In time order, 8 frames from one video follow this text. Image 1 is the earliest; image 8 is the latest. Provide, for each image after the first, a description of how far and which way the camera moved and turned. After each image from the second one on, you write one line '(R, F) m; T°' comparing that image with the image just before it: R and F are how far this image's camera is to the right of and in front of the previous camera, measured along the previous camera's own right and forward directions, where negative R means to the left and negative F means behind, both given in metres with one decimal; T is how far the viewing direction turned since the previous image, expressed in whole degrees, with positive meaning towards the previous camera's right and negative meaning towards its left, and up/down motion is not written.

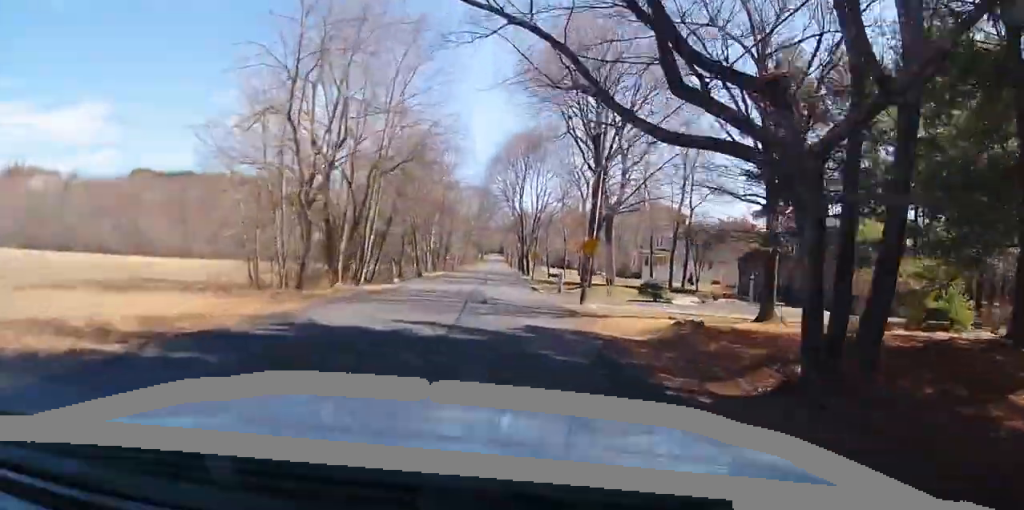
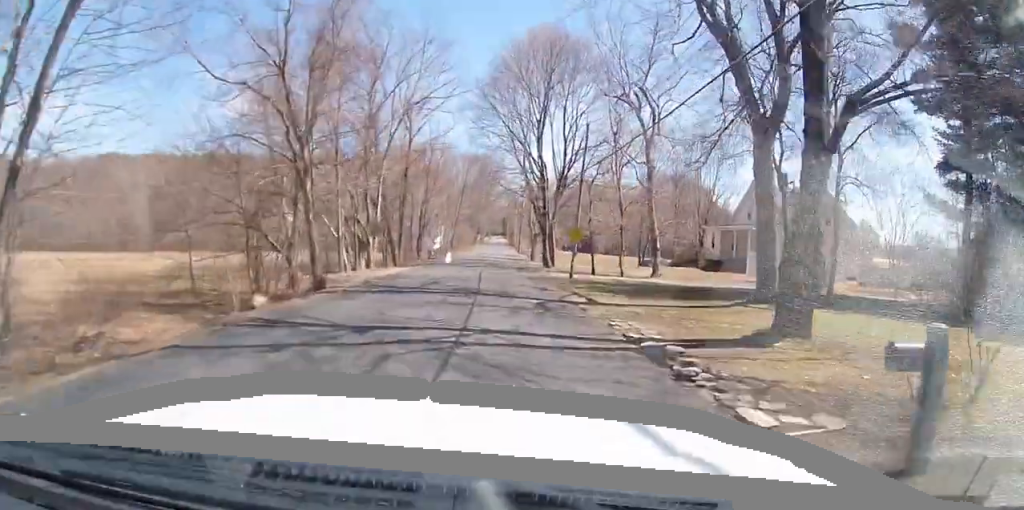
(-1.9, +29.4) m; -4°
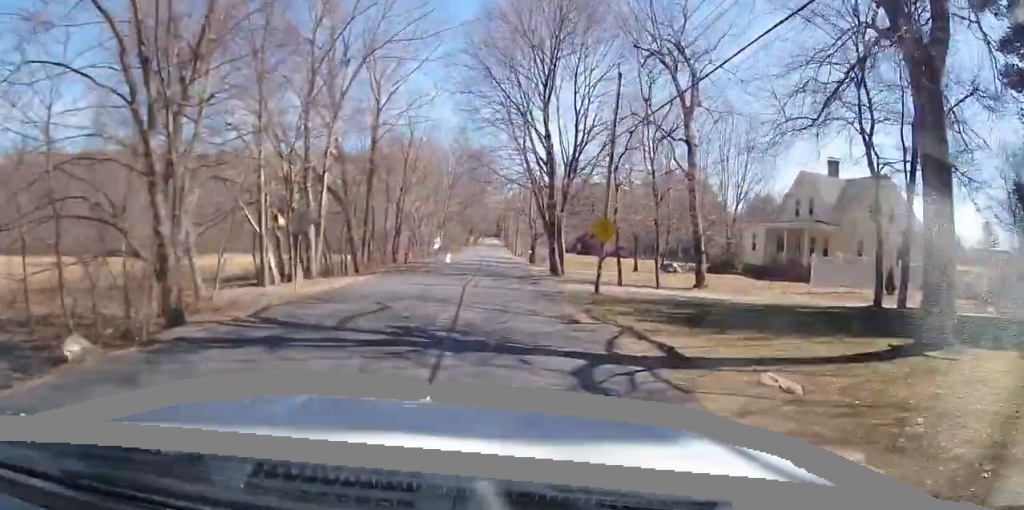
(+0.3, +9.8) m; +1°
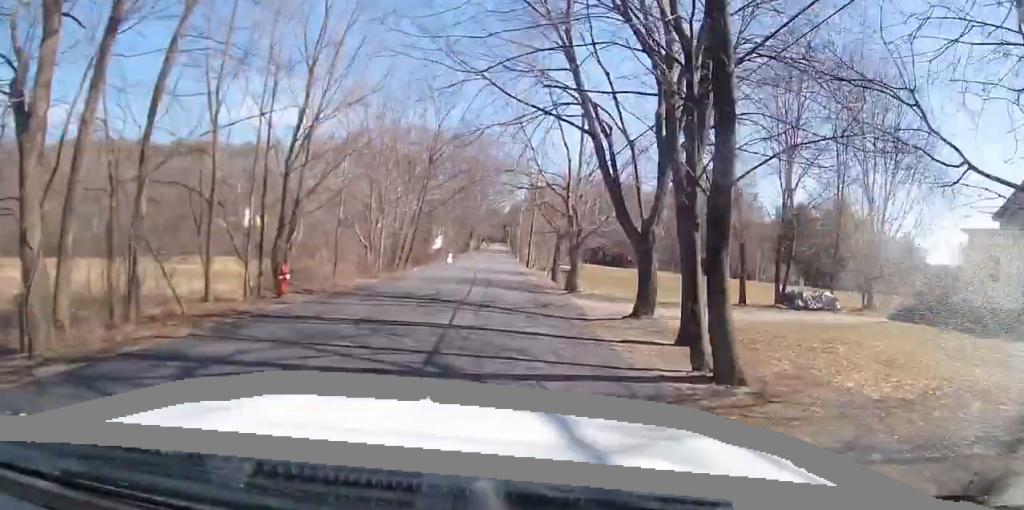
(+0.4, +23.9) m; +1°
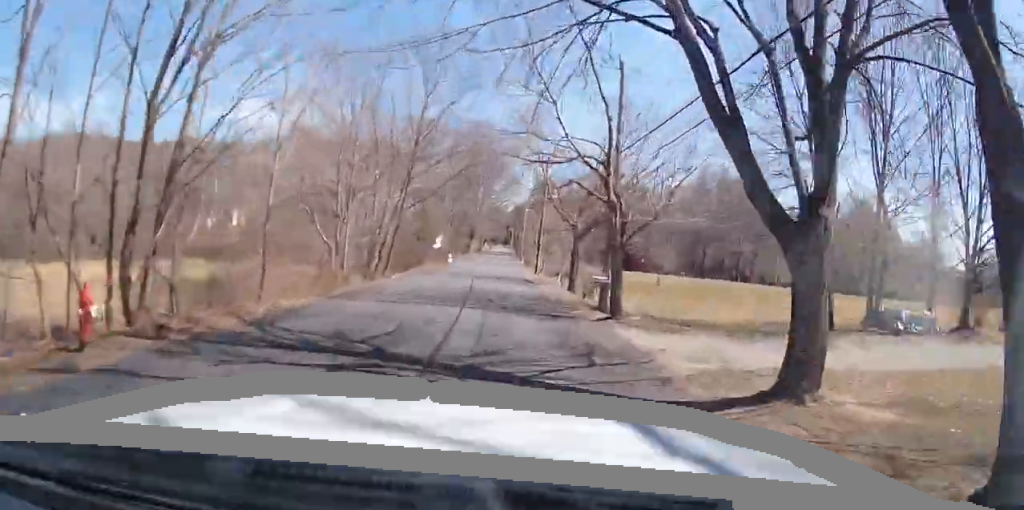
(0.0, +8.9) m; 0°
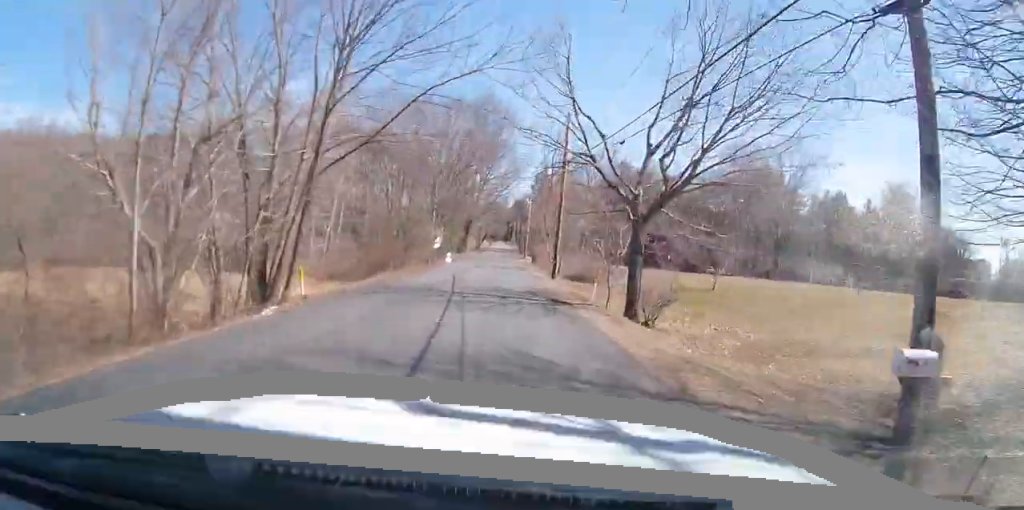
(0.0, +16.0) m; 0°
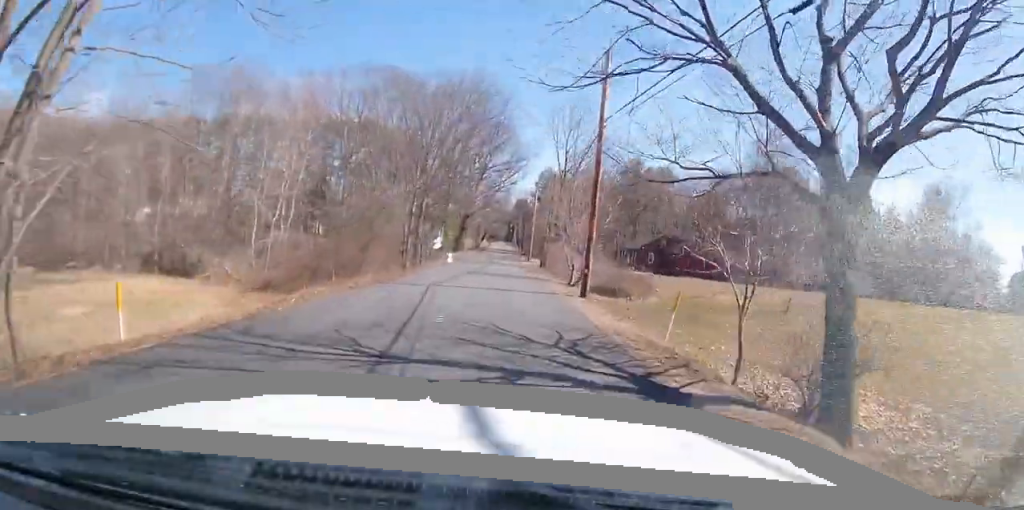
(-0.1, +12.6) m; 0°
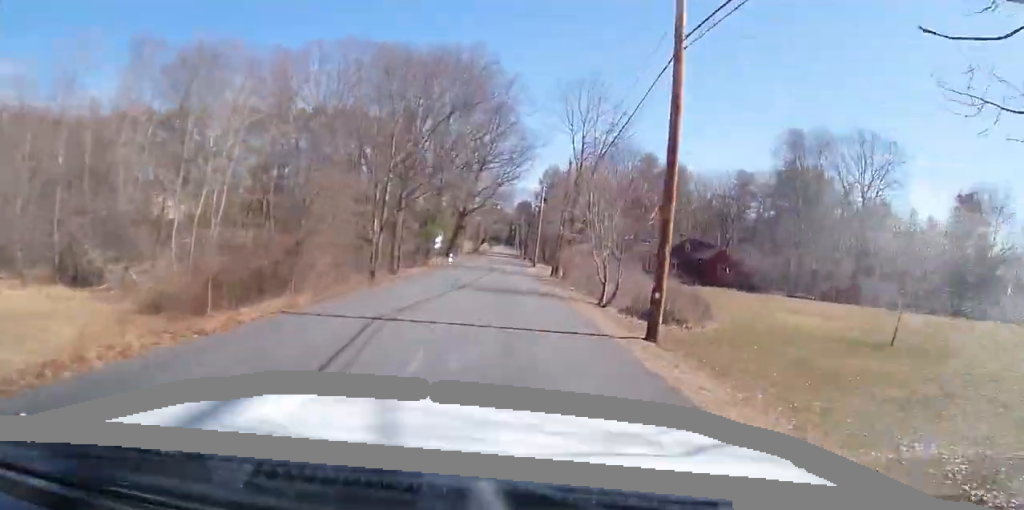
(0.0, +10.1) m; -2°
